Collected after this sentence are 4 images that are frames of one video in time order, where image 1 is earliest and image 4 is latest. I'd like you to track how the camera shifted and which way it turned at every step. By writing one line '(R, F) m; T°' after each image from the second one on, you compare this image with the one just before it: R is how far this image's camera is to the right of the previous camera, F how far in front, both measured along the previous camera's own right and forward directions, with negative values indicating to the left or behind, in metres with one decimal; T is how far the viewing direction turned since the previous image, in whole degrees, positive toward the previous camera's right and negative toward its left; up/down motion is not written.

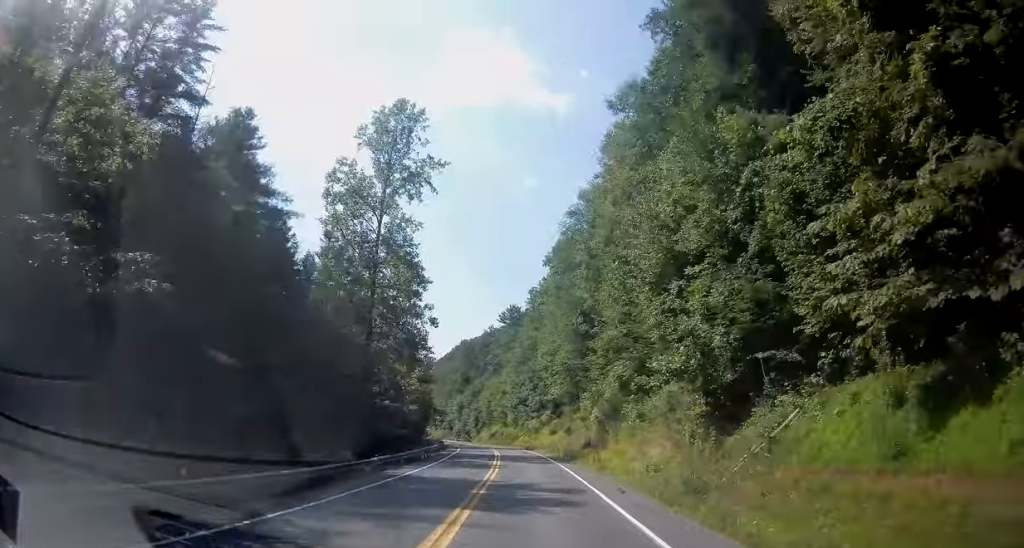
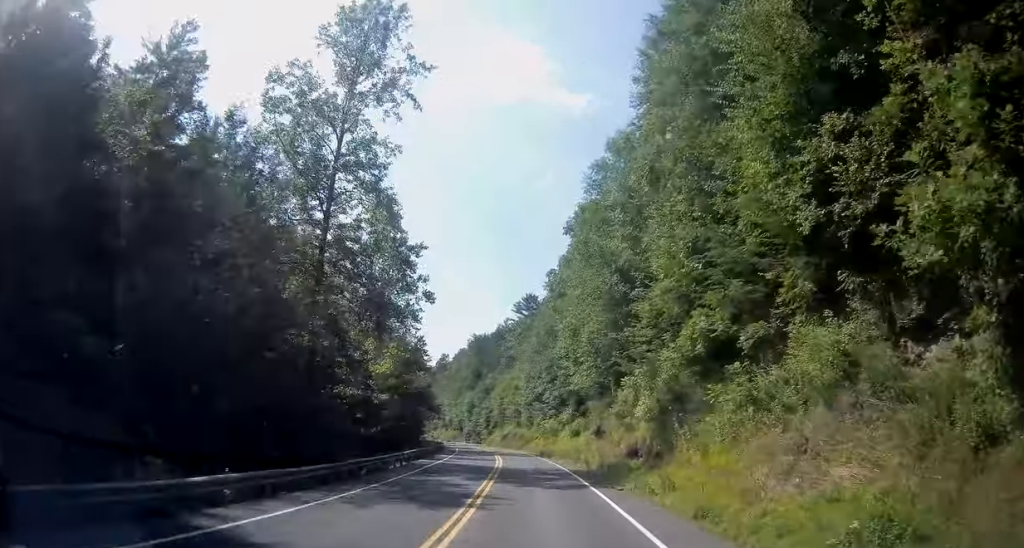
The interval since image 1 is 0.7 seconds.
(-0.3, +15.2) m; -3°
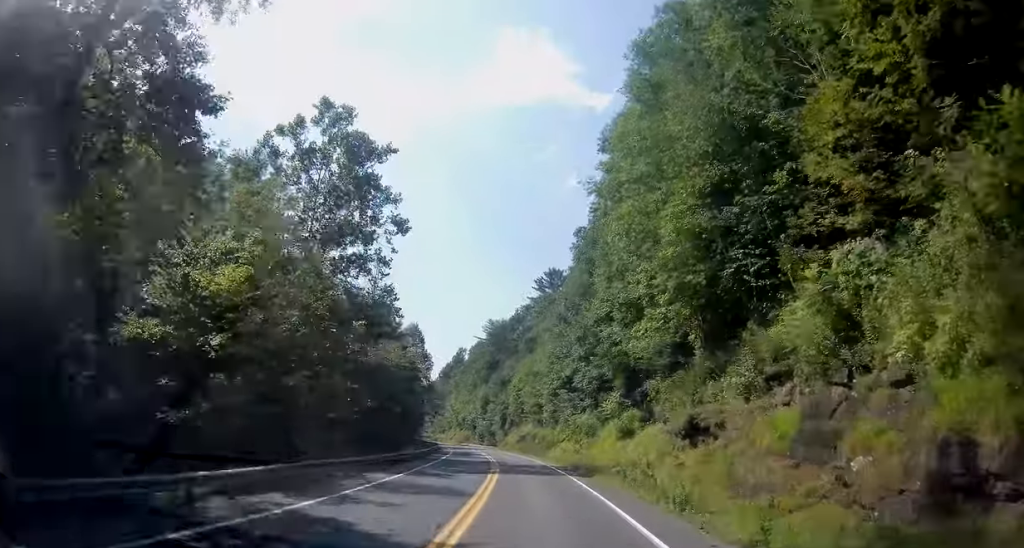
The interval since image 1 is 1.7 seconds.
(-0.7, +22.8) m; -3°
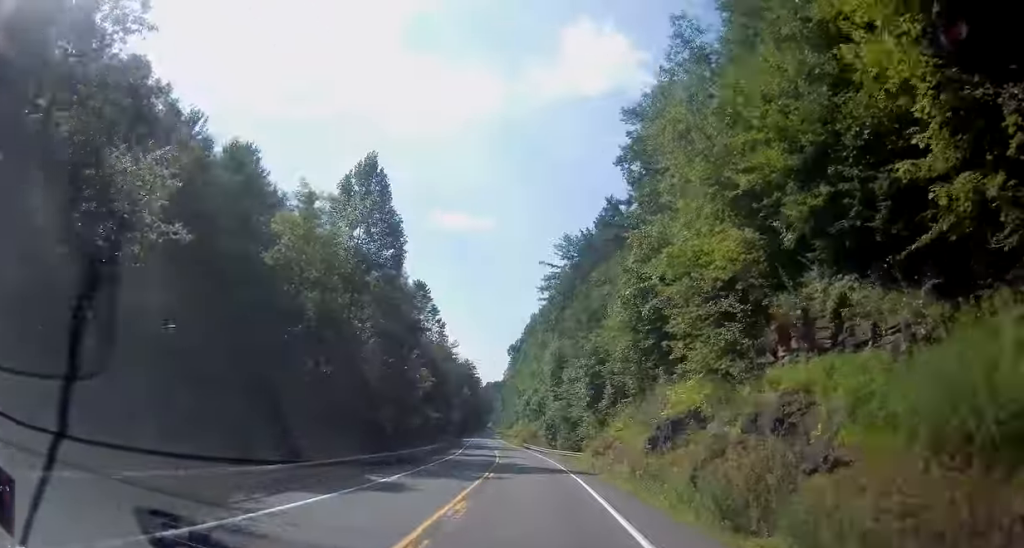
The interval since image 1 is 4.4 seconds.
(-3.8, +62.3) m; -8°
